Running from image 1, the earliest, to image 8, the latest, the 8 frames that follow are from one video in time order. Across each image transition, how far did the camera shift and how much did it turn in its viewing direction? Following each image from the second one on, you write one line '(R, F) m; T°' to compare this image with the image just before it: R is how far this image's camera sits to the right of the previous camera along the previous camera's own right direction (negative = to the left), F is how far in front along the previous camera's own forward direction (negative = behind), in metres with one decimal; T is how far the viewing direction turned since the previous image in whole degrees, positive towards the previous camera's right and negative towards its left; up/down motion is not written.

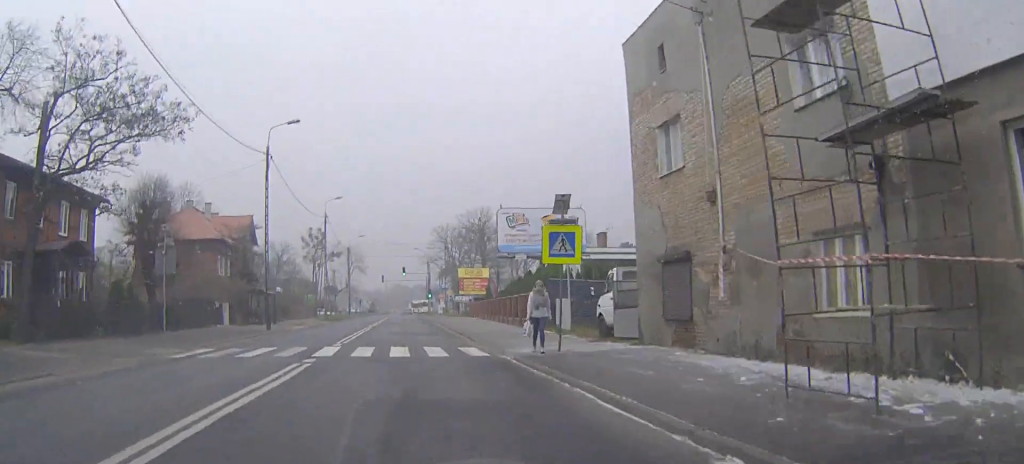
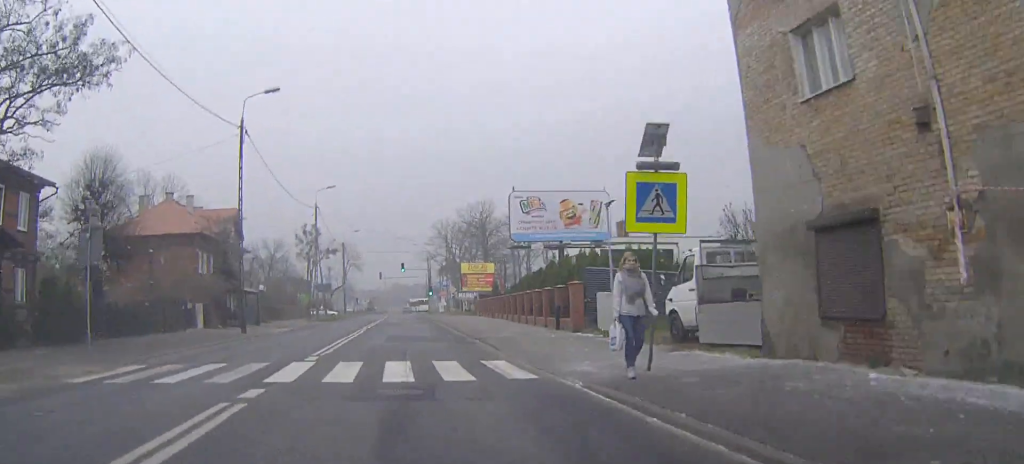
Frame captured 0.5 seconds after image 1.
(0.0, +6.4) m; 0°
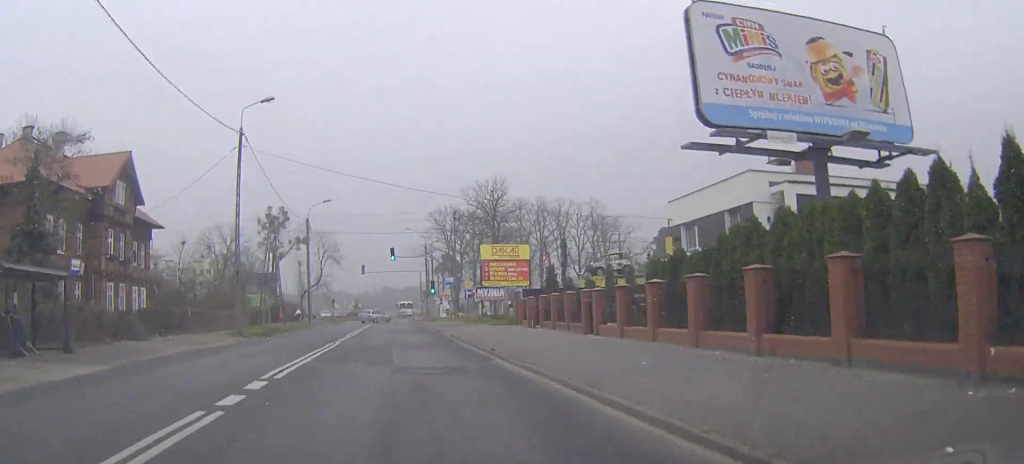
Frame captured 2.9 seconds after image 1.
(+0.3, +29.1) m; +1°
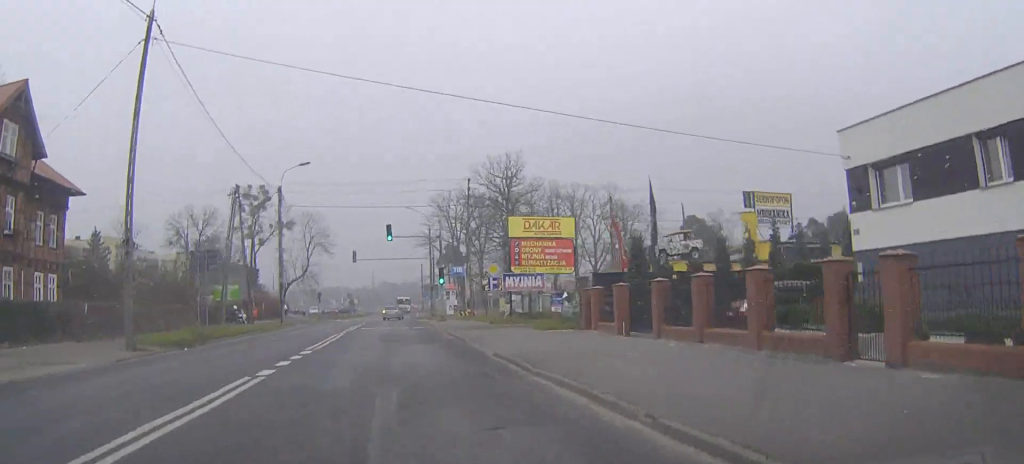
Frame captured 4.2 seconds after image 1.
(0.0, +15.2) m; 0°
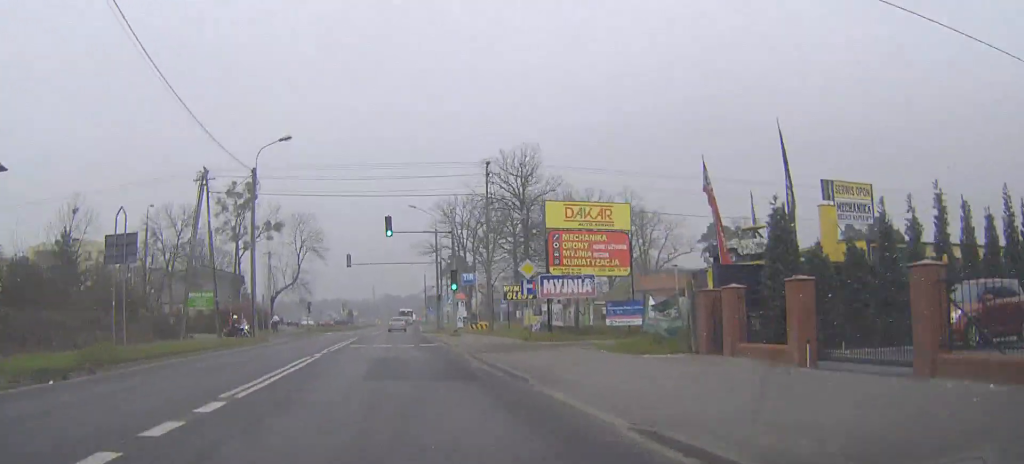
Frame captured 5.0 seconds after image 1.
(0.0, +10.3) m; 0°
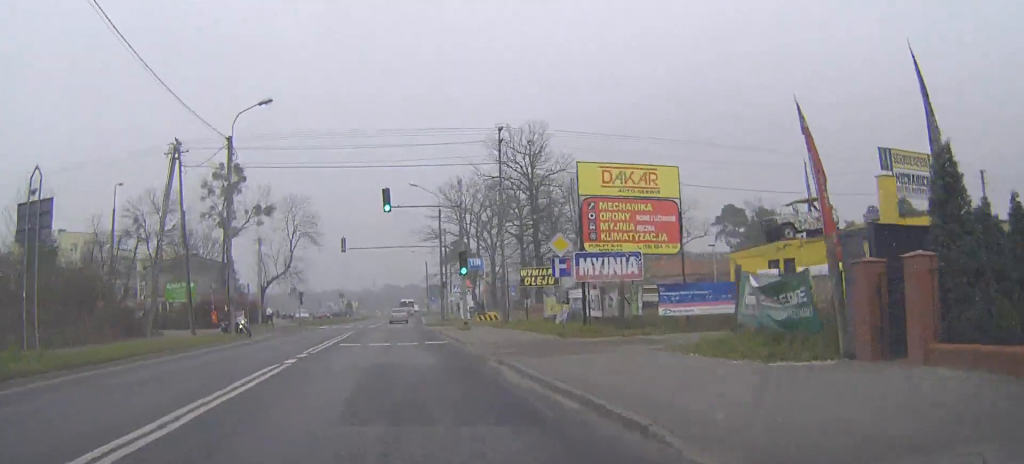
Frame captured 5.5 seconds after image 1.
(0.0, +6.3) m; 0°
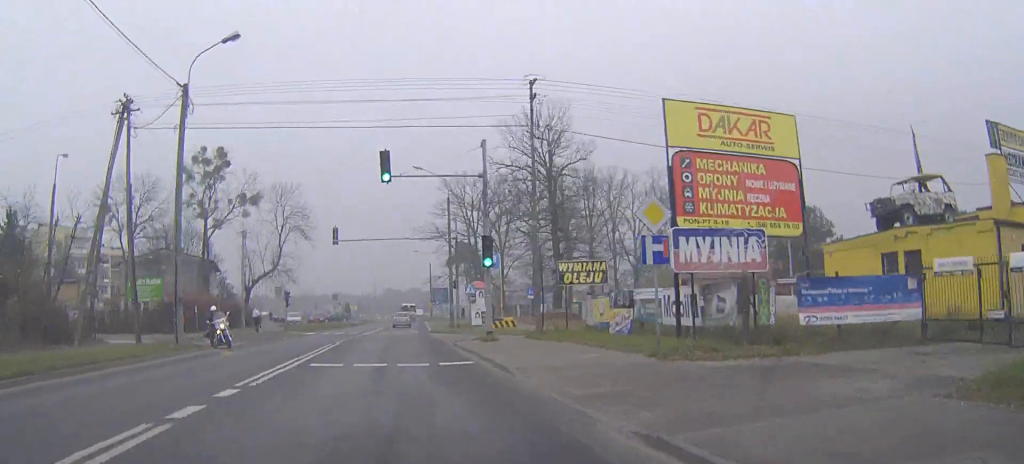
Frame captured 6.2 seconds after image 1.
(0.0, +8.7) m; 0°
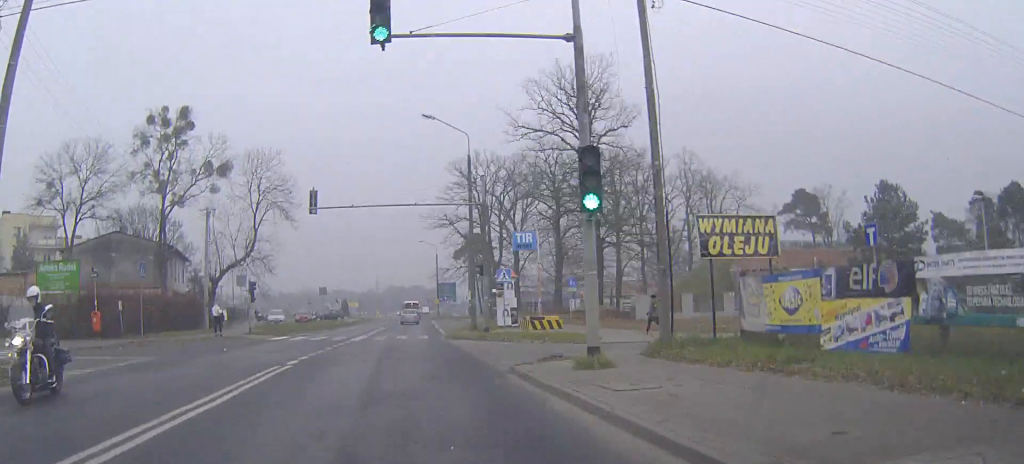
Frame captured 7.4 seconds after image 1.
(-0.1, +13.8) m; -1°
